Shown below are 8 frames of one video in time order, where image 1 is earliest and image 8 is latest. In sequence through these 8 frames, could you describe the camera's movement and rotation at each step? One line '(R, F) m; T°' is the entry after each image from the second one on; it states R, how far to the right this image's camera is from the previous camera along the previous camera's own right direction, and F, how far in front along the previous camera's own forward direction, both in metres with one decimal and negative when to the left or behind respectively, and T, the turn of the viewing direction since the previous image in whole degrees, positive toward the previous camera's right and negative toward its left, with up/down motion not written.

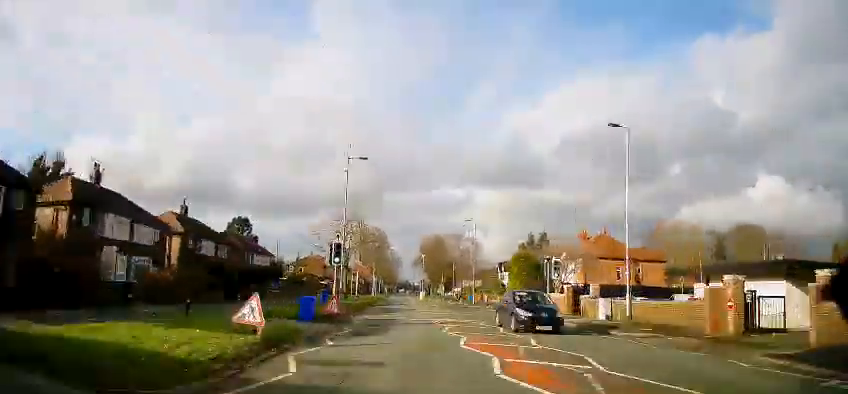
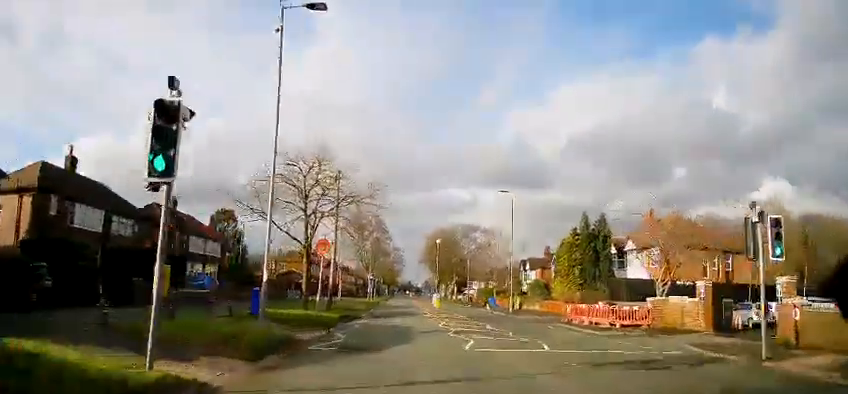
(-0.3, +18.6) m; -1°
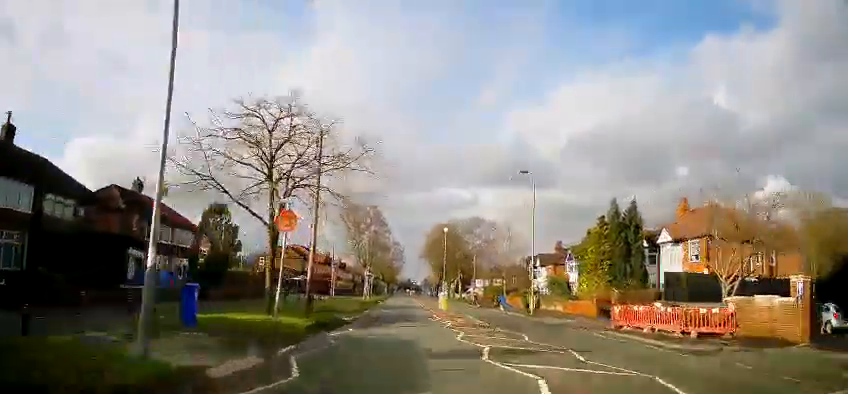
(+0.1, +6.4) m; 0°
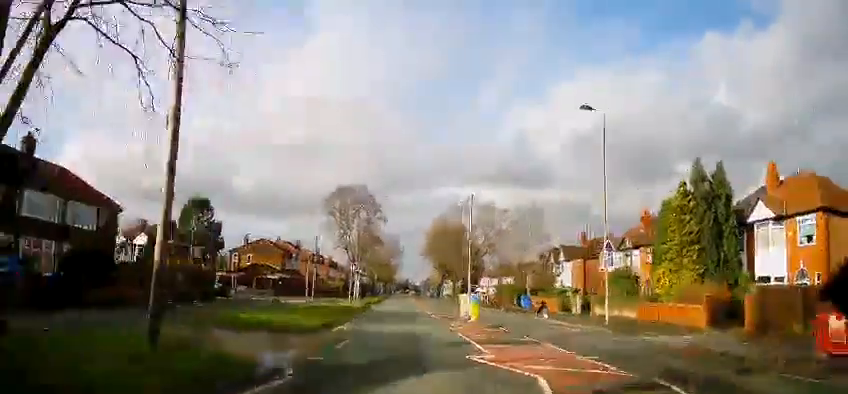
(+0.1, +12.7) m; 0°
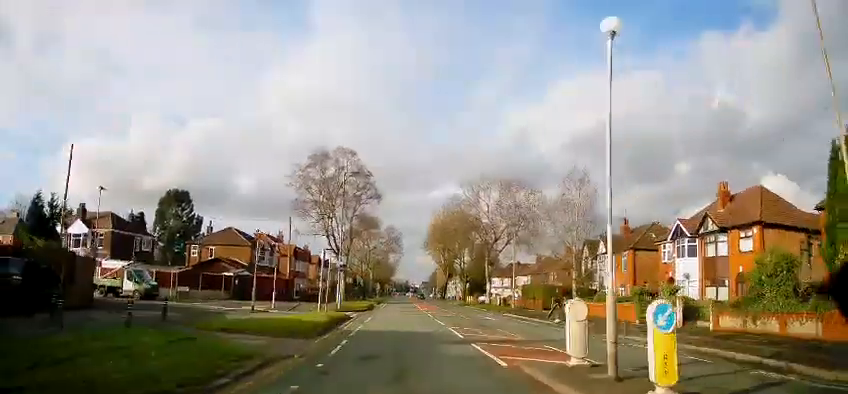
(0.0, +13.9) m; +1°
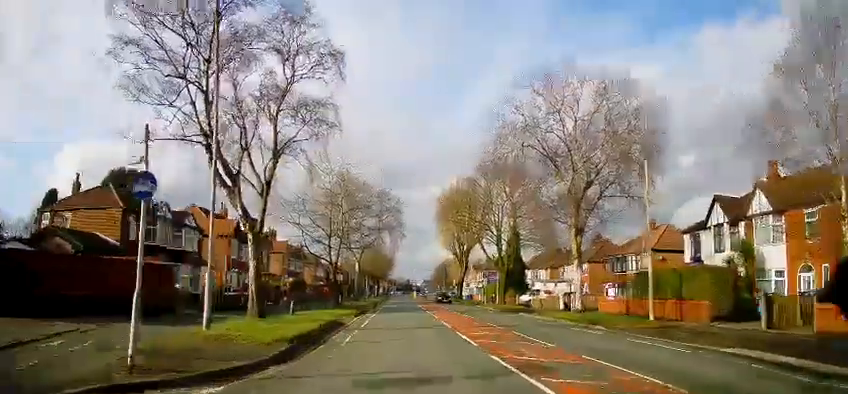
(+0.4, +26.8) m; 0°
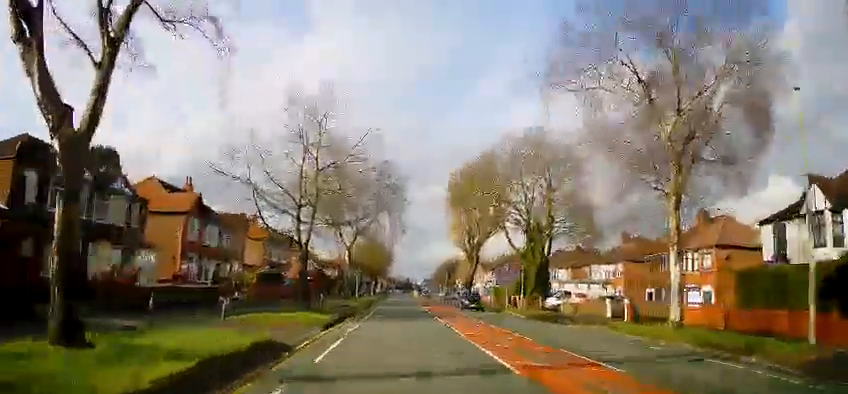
(-0.1, +10.1) m; -1°
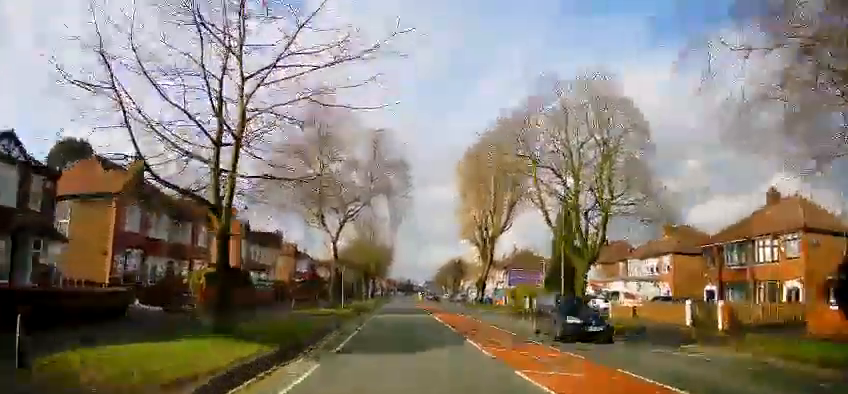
(-0.1, +9.6) m; 0°
